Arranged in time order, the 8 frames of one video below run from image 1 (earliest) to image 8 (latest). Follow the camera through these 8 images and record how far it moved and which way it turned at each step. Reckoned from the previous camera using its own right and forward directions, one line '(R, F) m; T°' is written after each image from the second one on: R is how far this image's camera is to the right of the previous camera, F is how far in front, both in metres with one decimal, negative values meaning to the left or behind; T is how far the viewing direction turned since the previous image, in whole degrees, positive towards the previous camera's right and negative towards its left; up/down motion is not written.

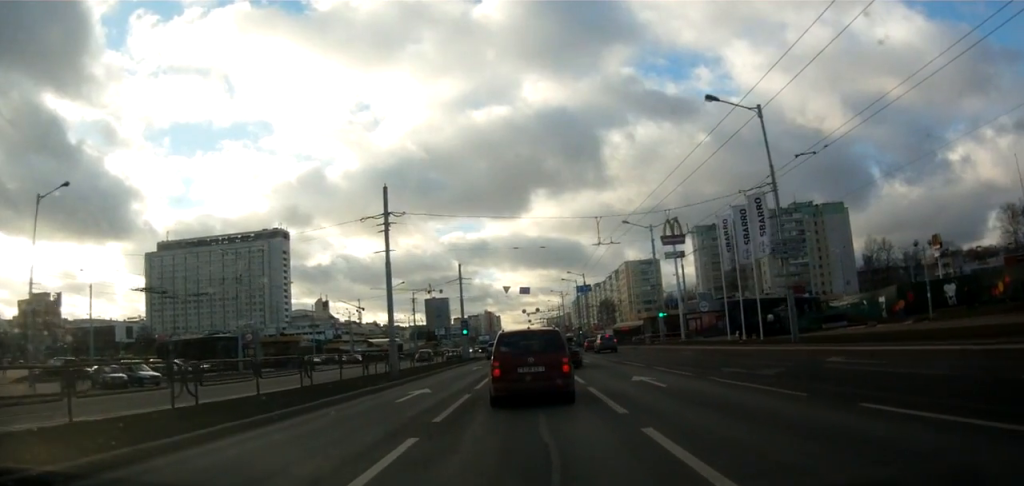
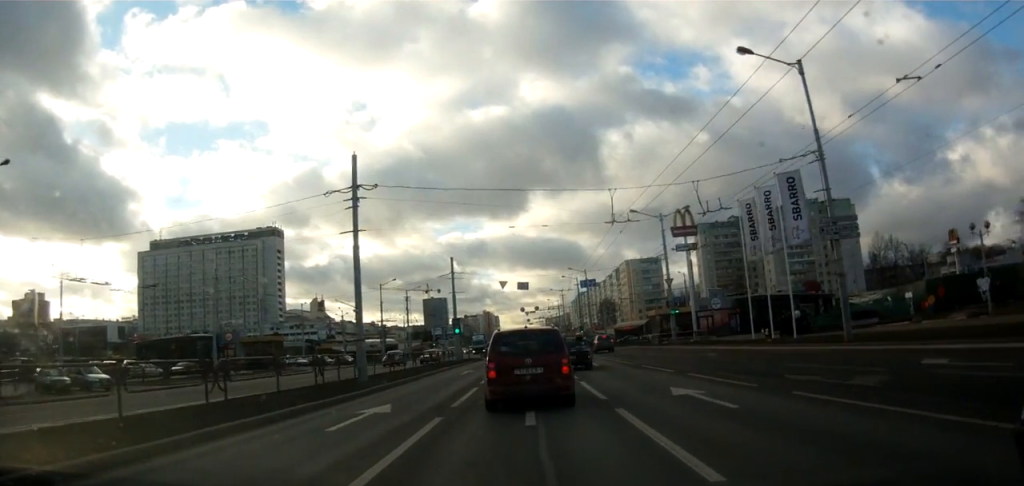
(-0.2, +5.3) m; -2°
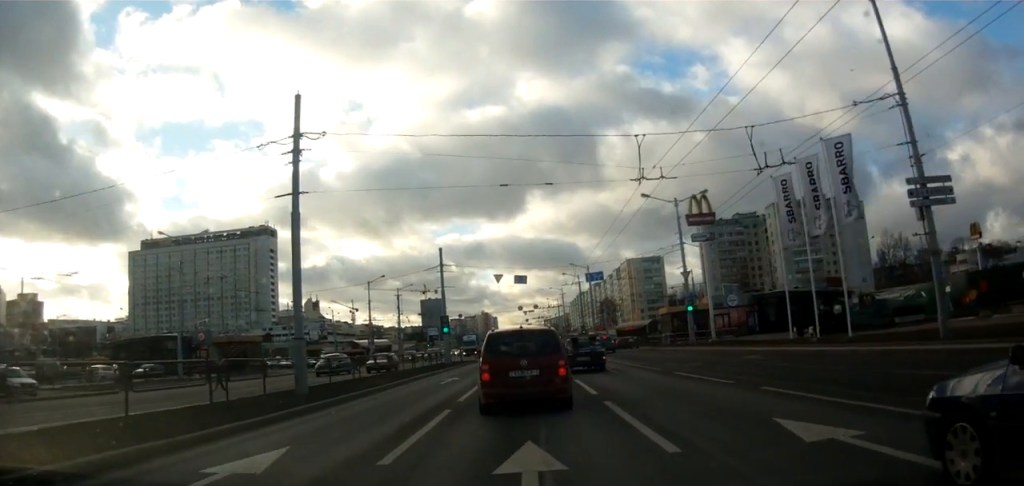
(-0.2, +6.6) m; 0°
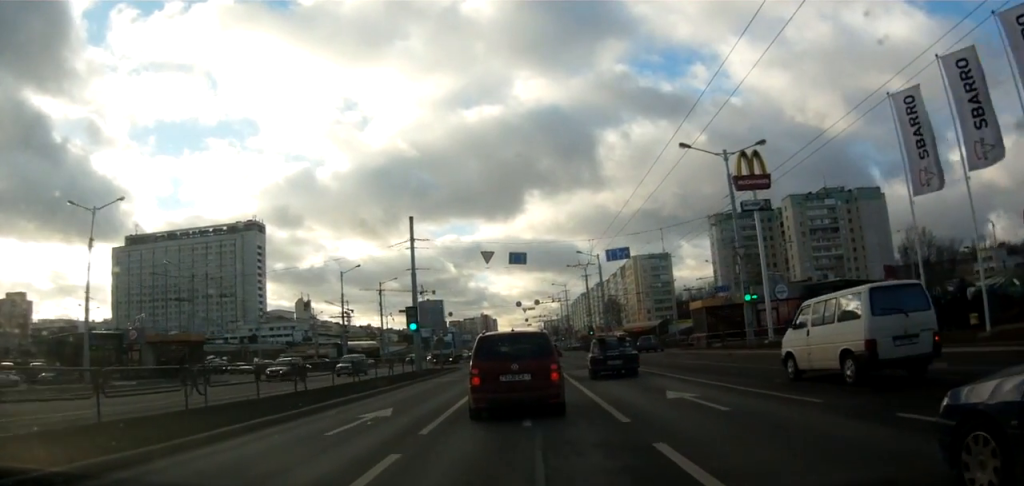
(+0.8, +12.9) m; +6°
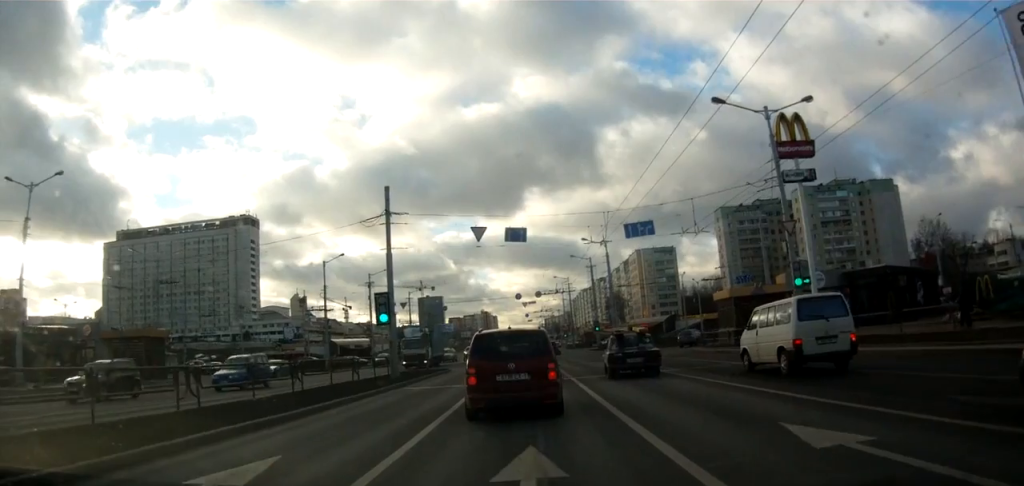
(0.0, +6.8) m; -3°
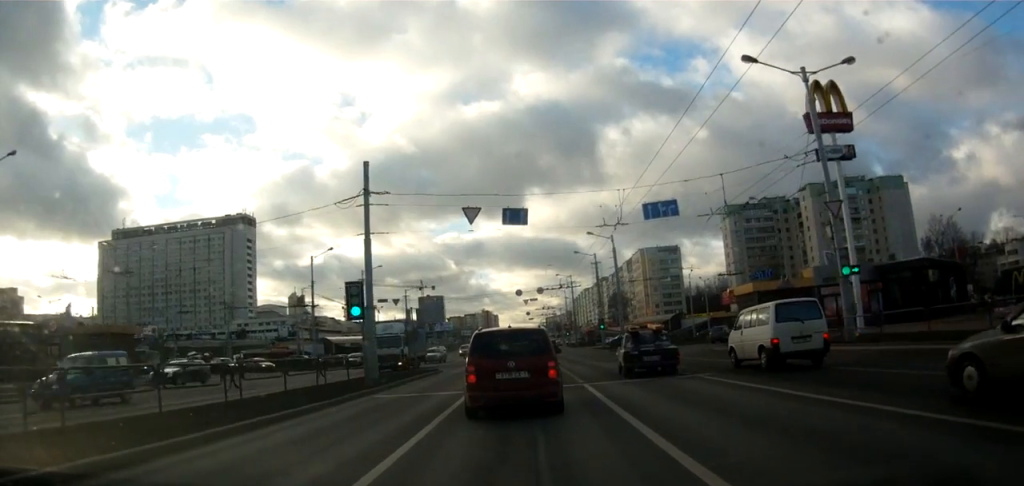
(-0.1, +4.3) m; -2°
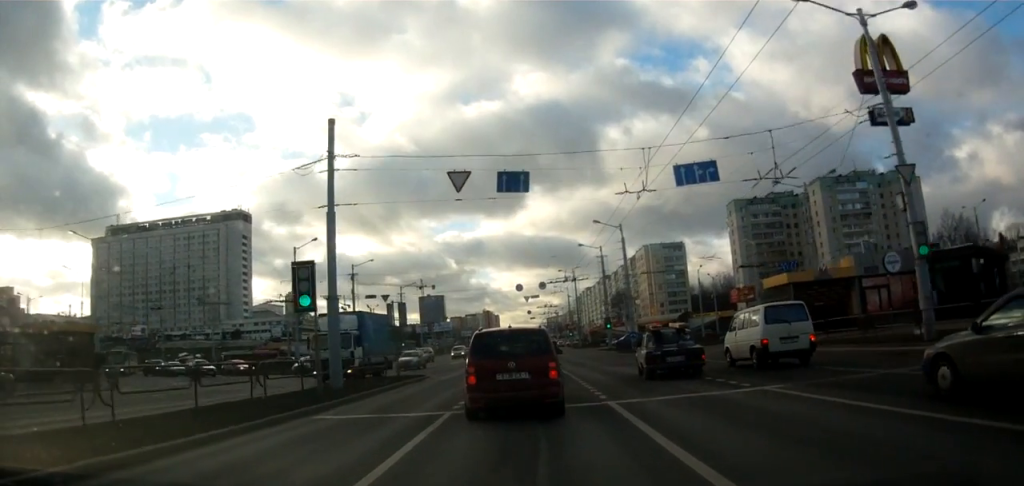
(-0.2, +5.5) m; -2°
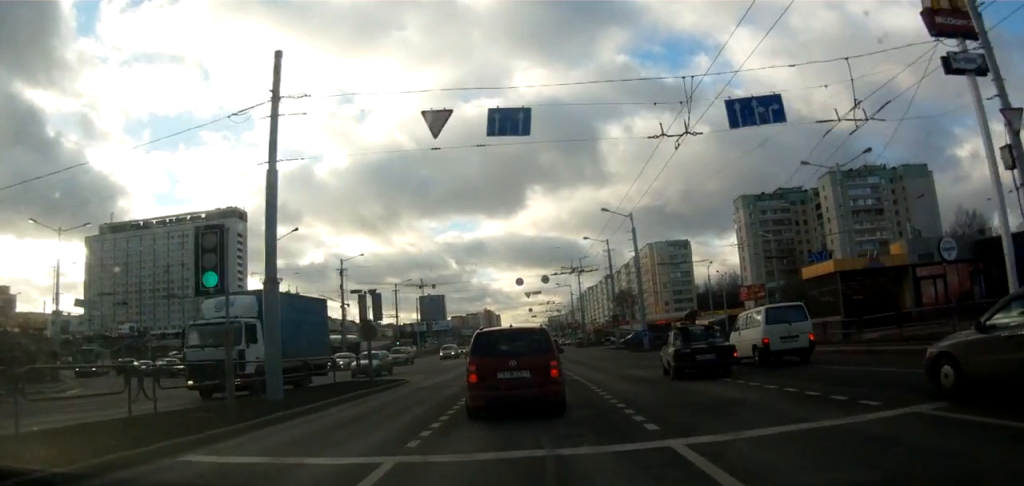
(0.0, +5.4) m; 0°
